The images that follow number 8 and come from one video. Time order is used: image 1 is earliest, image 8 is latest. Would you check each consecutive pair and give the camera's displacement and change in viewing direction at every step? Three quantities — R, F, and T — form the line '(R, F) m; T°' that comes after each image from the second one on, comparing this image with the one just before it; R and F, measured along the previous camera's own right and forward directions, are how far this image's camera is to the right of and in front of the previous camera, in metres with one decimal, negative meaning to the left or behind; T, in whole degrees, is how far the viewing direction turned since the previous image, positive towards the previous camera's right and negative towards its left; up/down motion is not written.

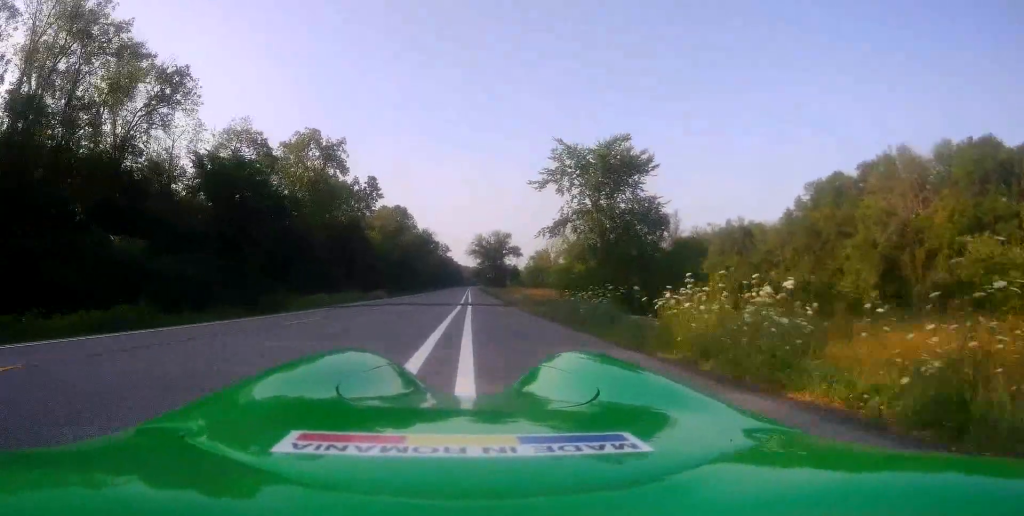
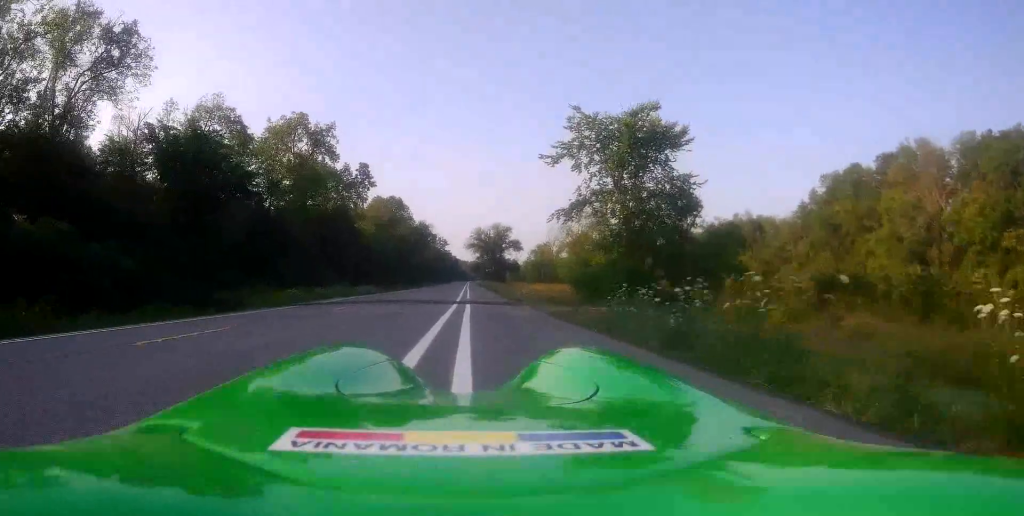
(+0.2, +6.4) m; 0°
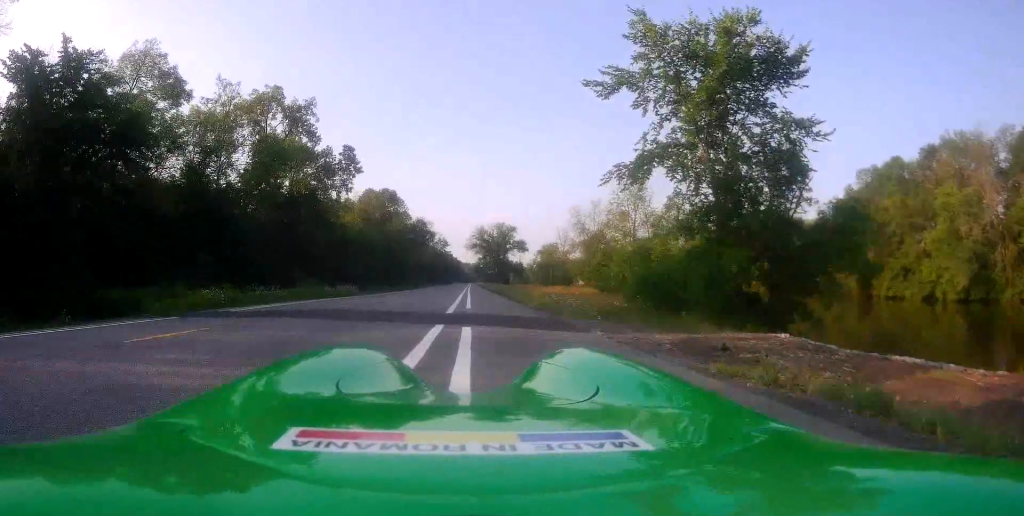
(-0.1, +12.2) m; +1°
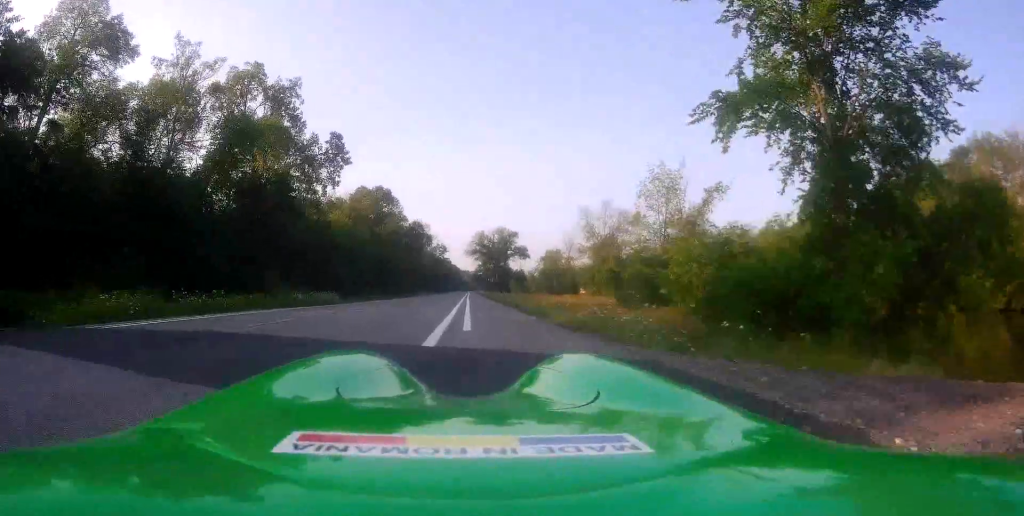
(+0.2, +7.8) m; 0°
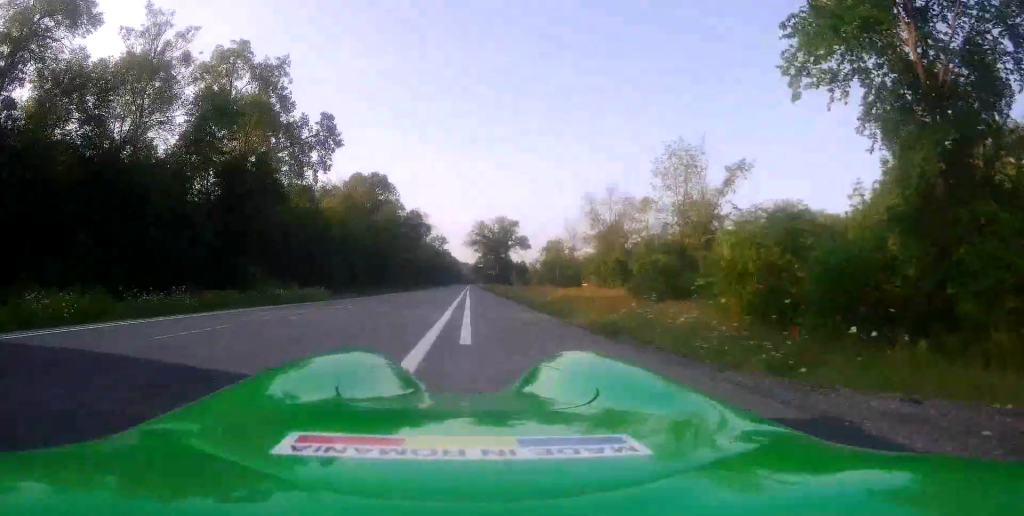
(0.0, +3.9) m; -1°
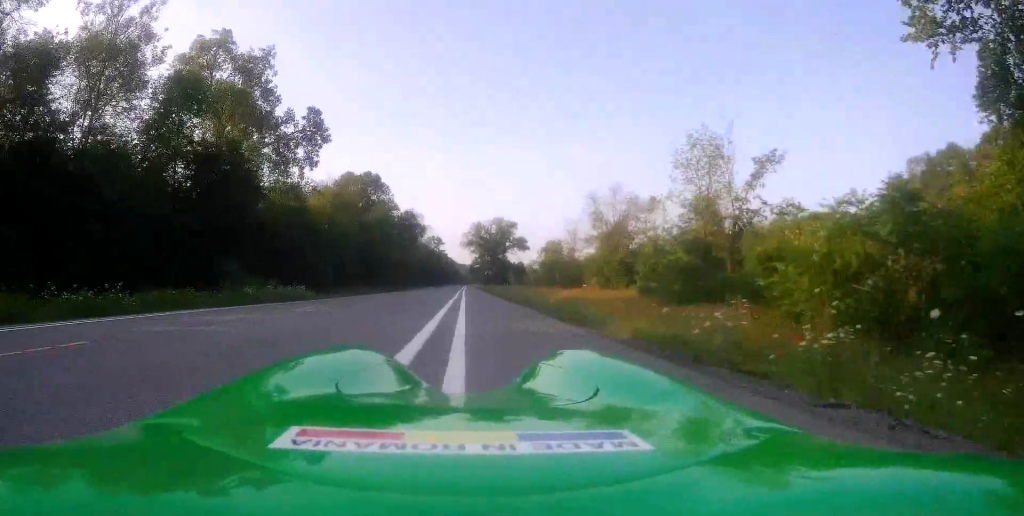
(0.0, +4.3) m; -1°
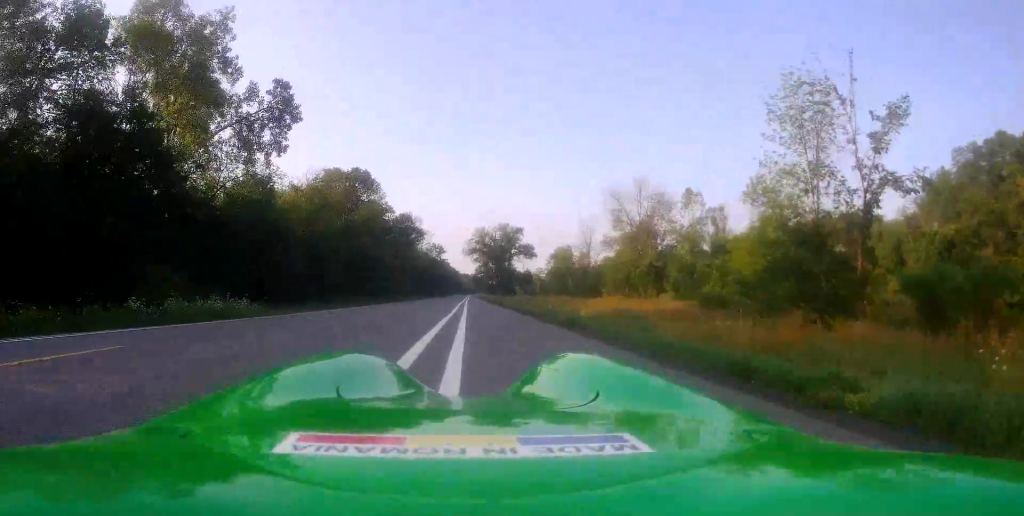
(-0.1, +11.6) m; 0°
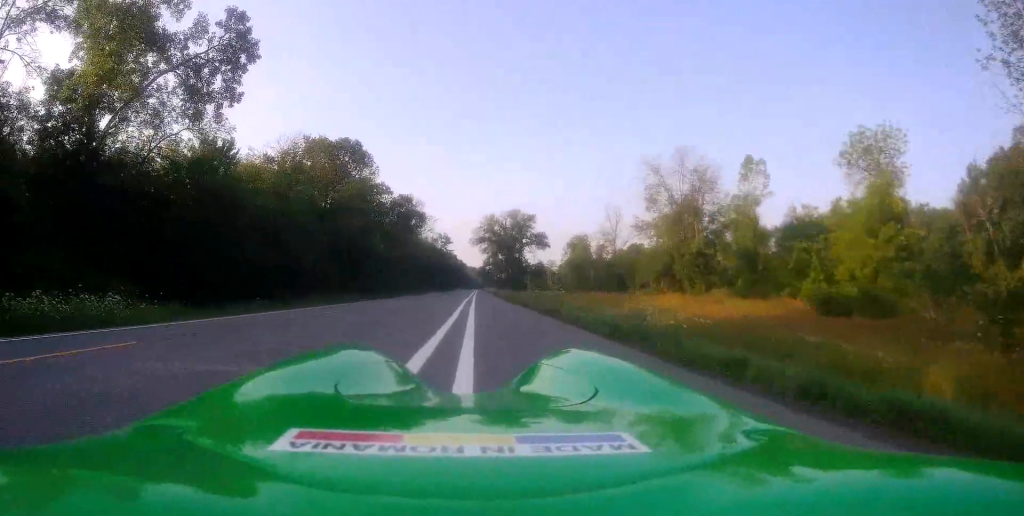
(0.0, +12.0) m; -2°
